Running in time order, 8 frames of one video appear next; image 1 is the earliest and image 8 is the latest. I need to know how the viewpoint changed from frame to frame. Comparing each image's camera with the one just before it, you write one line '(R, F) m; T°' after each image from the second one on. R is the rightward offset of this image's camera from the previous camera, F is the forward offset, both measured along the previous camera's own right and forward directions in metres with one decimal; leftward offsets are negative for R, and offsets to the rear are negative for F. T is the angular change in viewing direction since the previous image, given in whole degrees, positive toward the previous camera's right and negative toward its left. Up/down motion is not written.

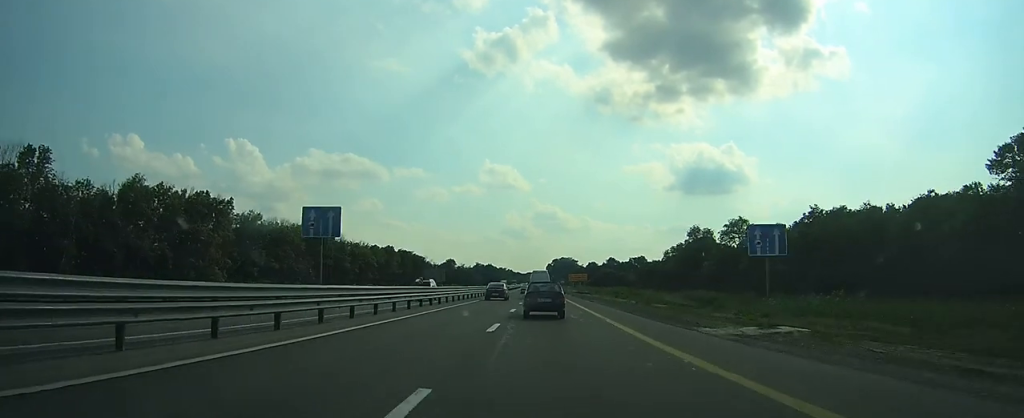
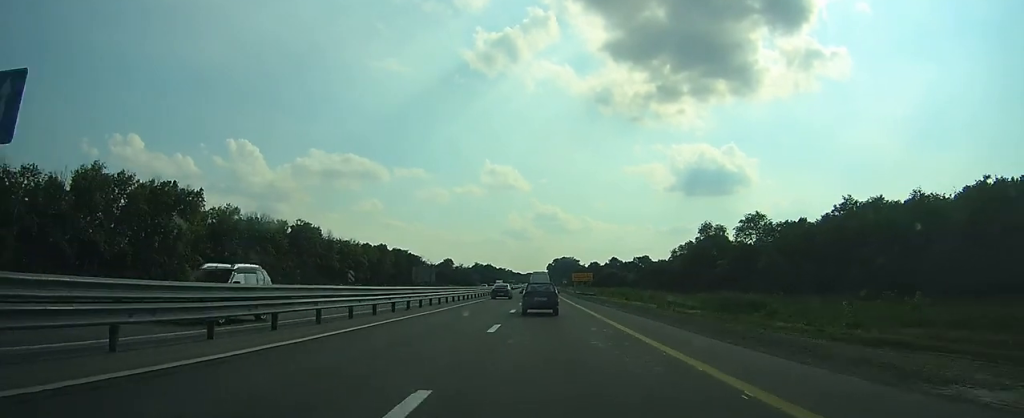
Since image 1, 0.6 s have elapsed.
(0.0, +12.0) m; 0°
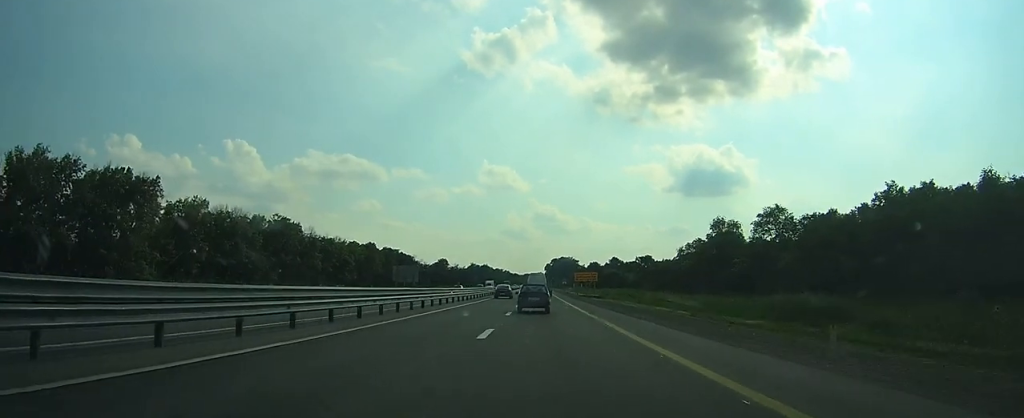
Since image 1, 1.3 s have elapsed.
(0.0, +13.3) m; 0°
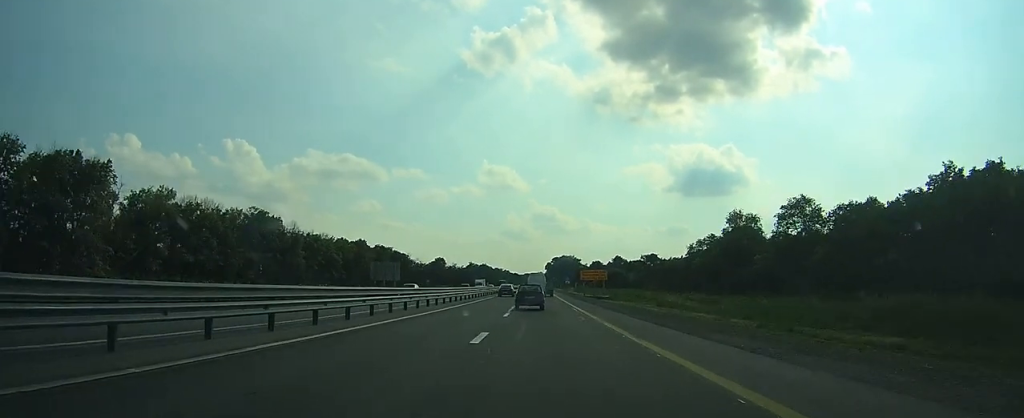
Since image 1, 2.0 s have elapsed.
(0.0, +12.7) m; 0°
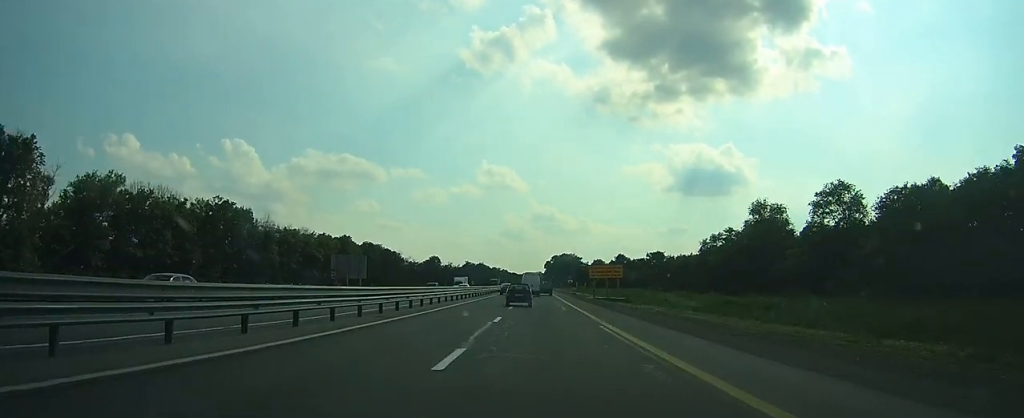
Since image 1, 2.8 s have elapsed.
(+0.1, +15.4) m; 0°
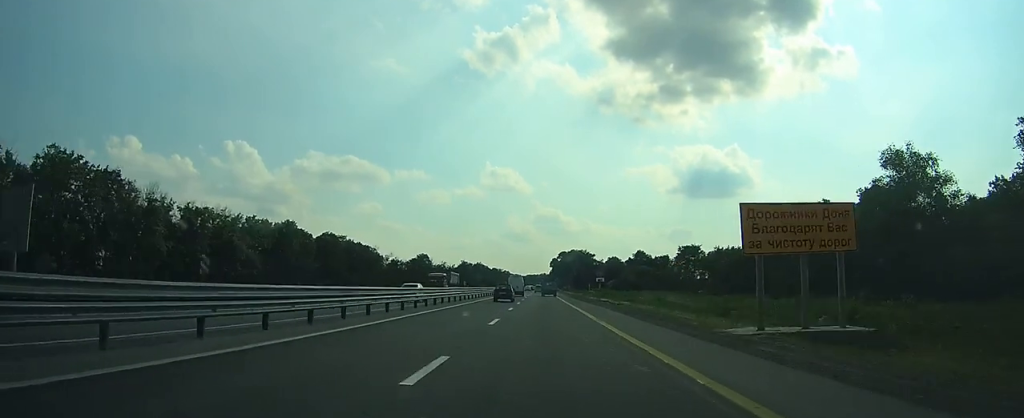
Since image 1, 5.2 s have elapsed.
(-0.2, +47.3) m; -1°
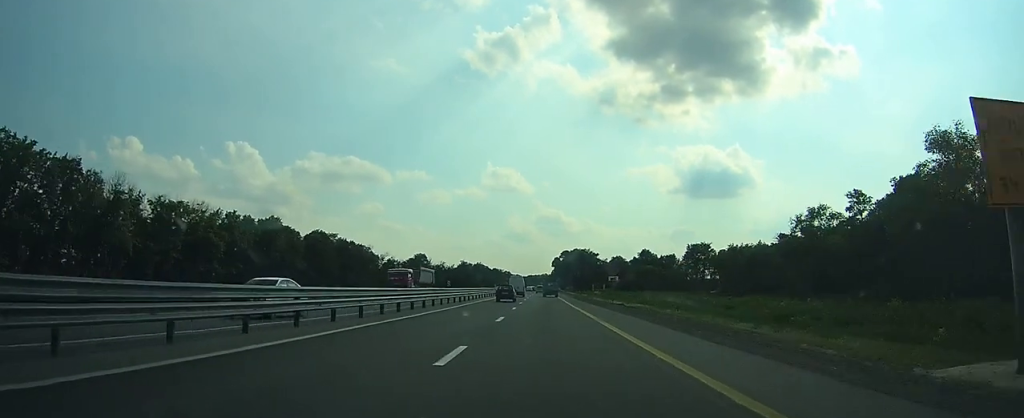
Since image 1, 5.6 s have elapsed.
(0.0, +9.7) m; 0°
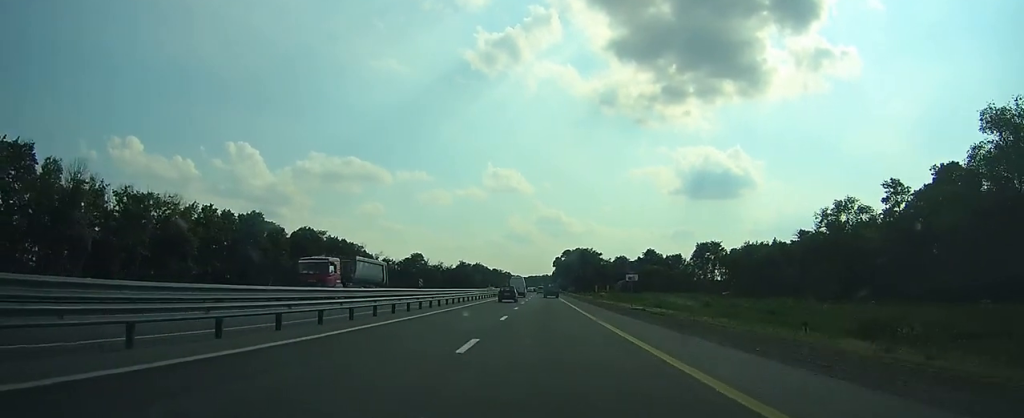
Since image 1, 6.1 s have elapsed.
(0.0, +9.8) m; 0°
